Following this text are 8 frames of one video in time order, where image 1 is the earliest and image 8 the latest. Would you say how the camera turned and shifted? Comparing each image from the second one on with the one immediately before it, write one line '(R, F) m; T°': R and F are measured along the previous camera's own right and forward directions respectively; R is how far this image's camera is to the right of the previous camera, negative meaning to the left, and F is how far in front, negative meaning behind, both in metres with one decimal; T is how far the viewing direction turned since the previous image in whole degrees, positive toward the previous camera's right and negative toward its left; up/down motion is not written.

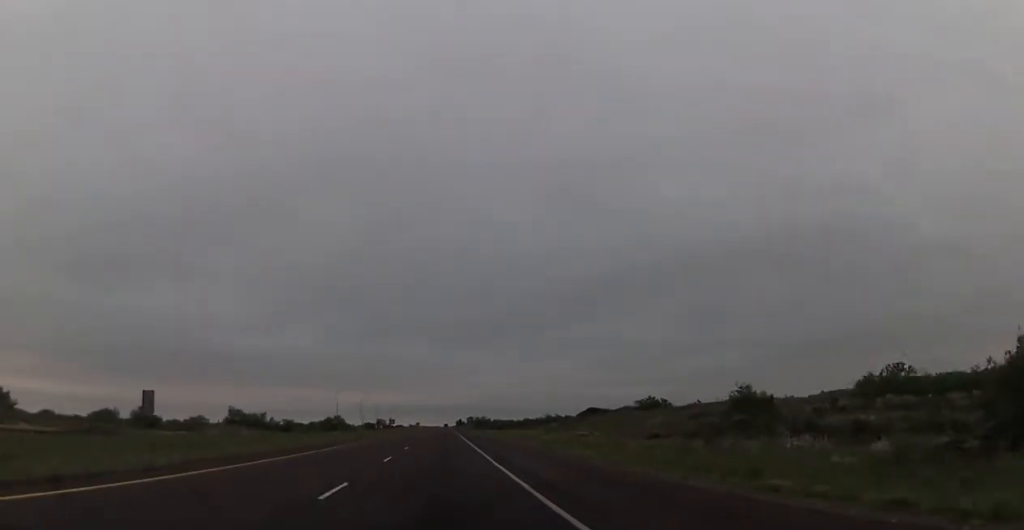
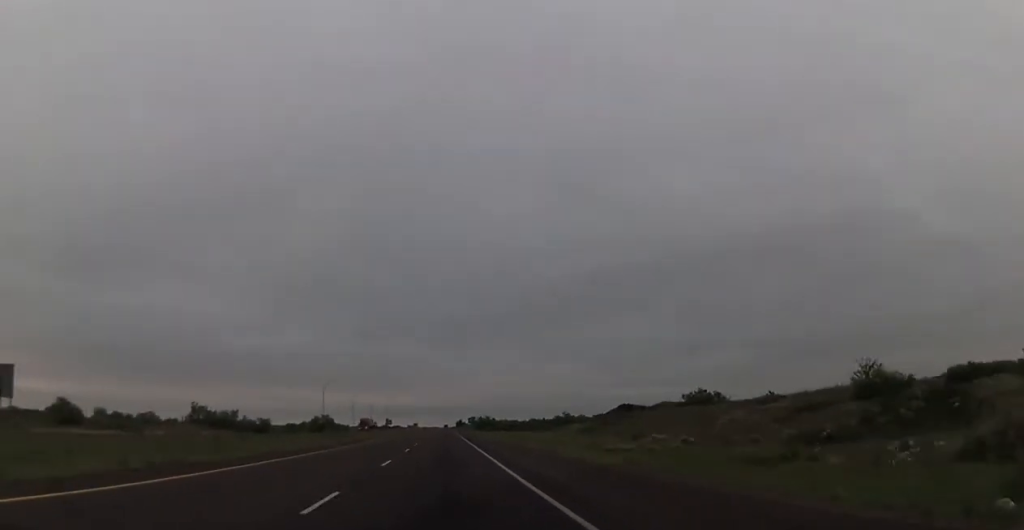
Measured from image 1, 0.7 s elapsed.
(-0.3, +26.0) m; -1°
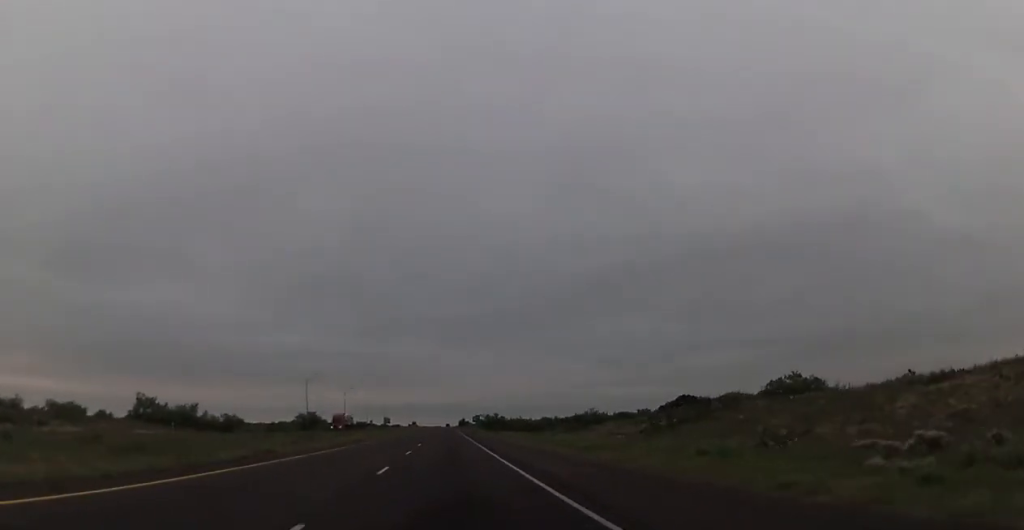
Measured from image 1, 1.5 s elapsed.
(0.0, +28.6) m; 0°
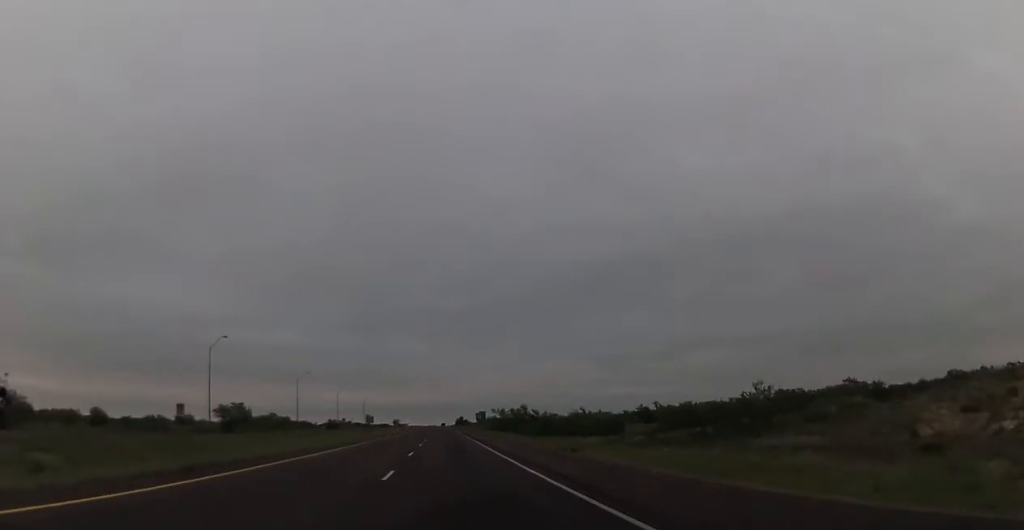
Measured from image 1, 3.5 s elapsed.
(-0.6, +74.4) m; -1°
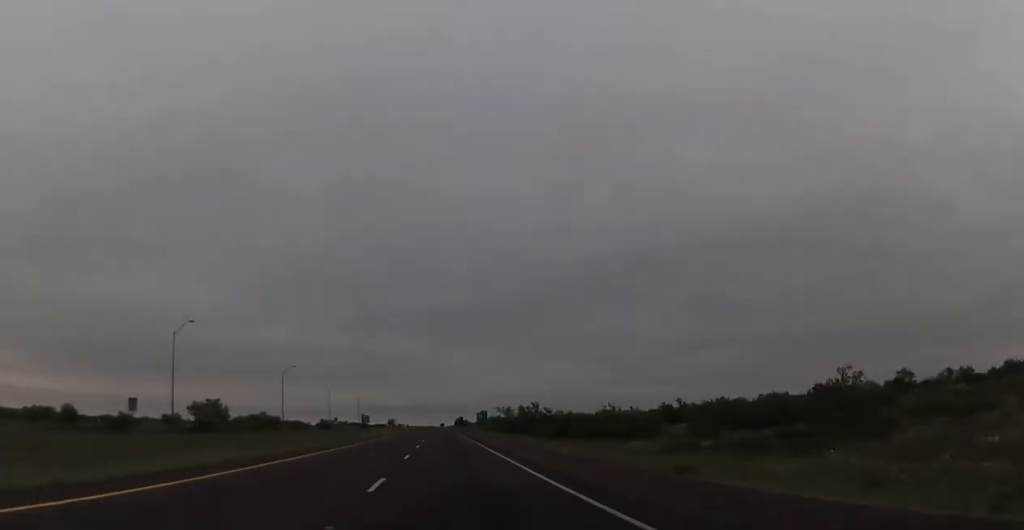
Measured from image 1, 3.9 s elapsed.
(+0.1, +14.9) m; 0°
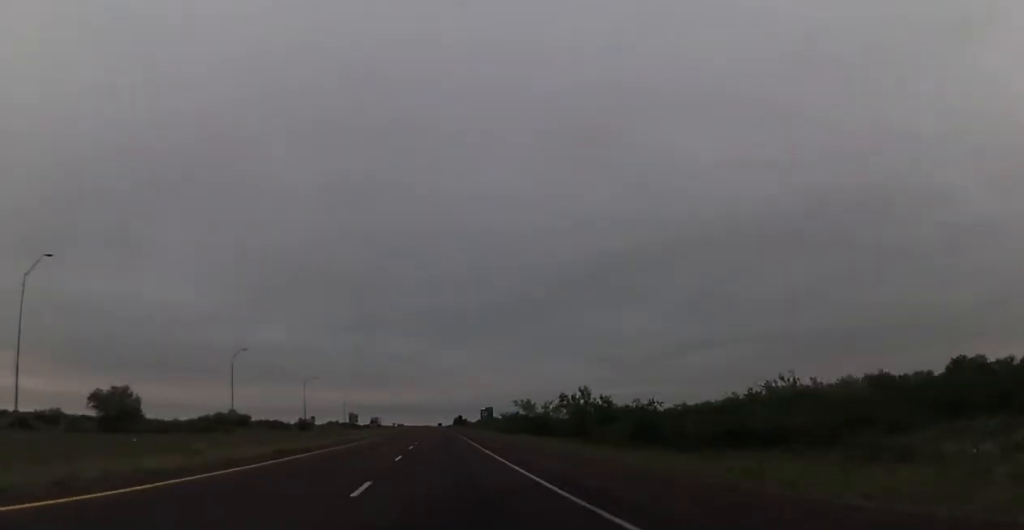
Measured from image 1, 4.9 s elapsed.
(+0.3, +37.2) m; +1°
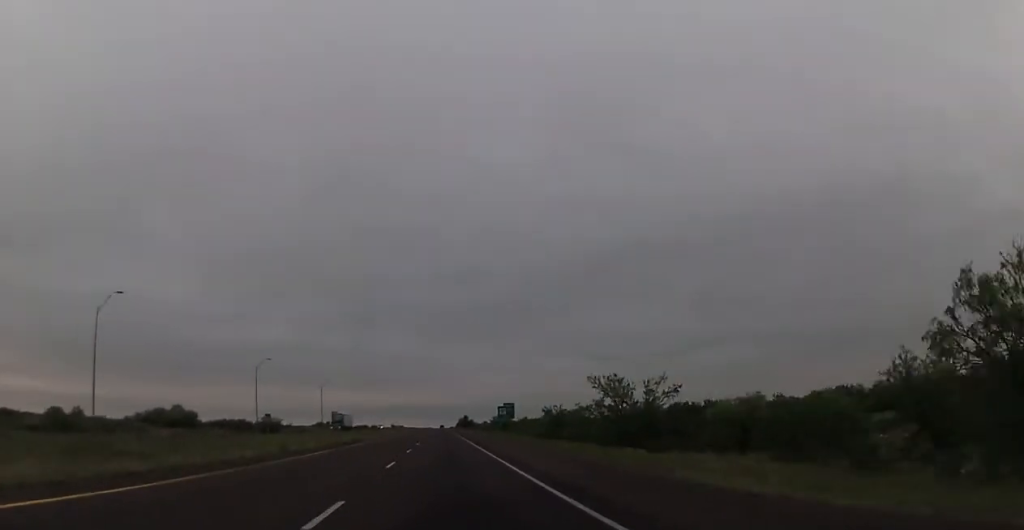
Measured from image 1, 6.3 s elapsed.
(+0.4, +52.1) m; 0°
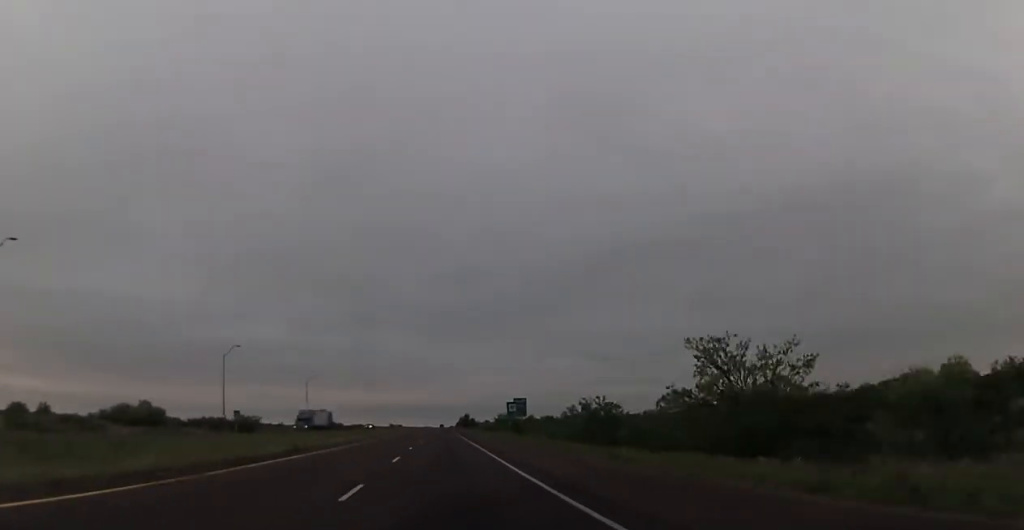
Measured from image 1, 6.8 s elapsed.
(0.0, +21.1) m; 0°
